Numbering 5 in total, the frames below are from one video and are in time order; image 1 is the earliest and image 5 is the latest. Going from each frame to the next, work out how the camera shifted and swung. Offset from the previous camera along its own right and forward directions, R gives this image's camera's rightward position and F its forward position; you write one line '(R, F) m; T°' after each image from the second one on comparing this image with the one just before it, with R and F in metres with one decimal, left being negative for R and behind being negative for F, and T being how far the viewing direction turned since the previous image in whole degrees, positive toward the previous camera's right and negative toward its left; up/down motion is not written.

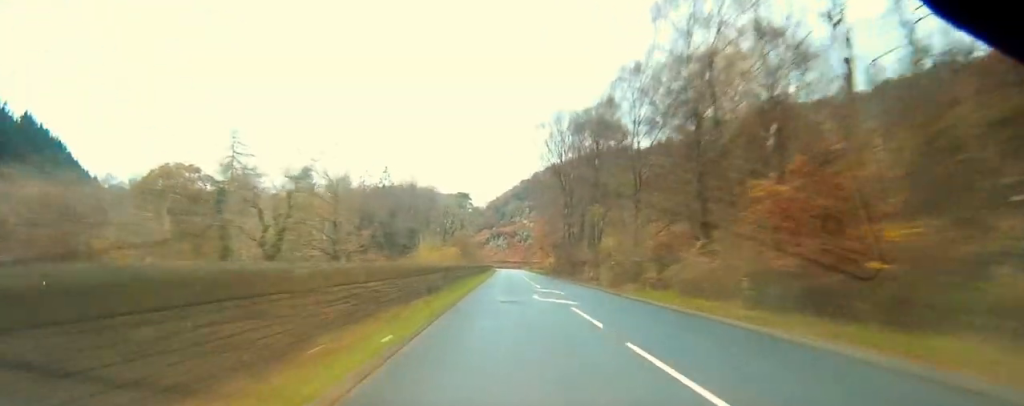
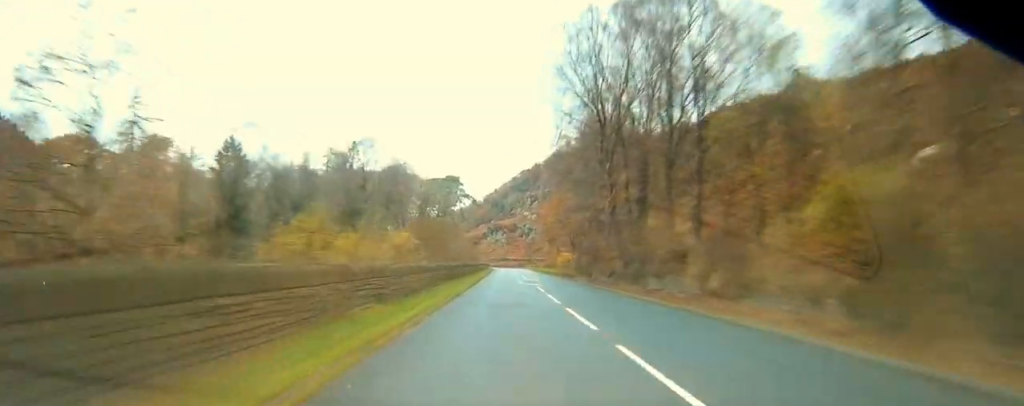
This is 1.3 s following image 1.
(0.0, +38.1) m; 0°
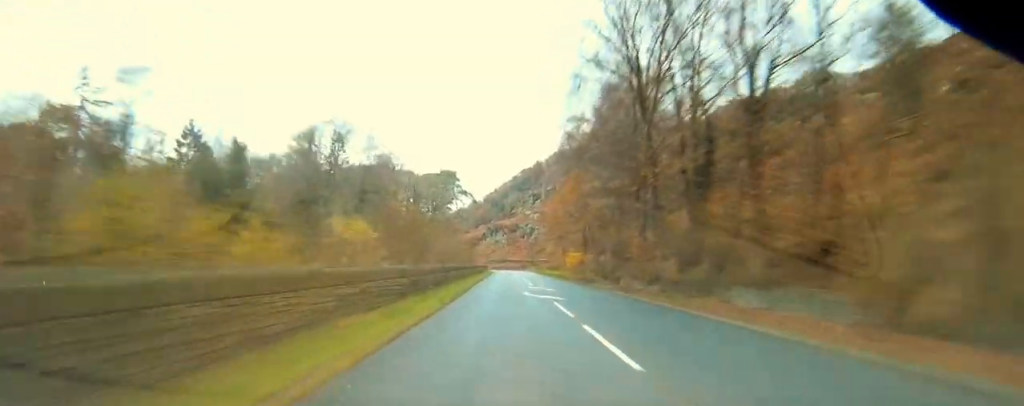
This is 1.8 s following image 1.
(+0.1, +14.1) m; 0°
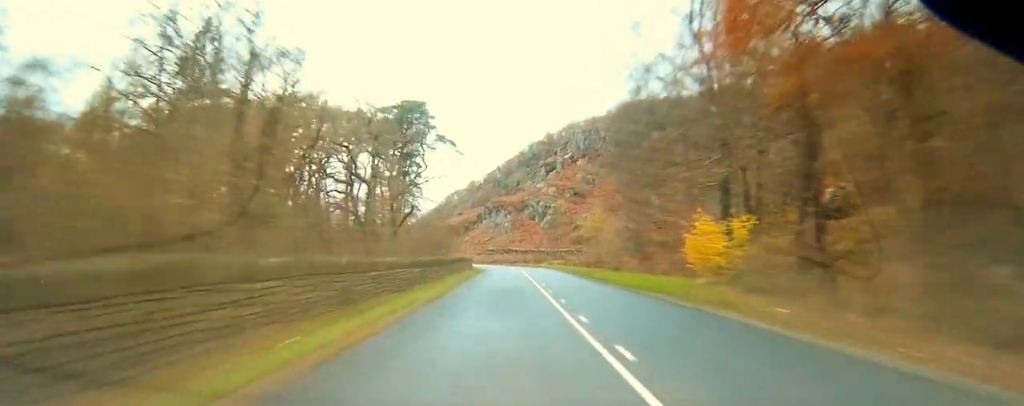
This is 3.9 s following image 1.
(-1.1, +65.6) m; -4°
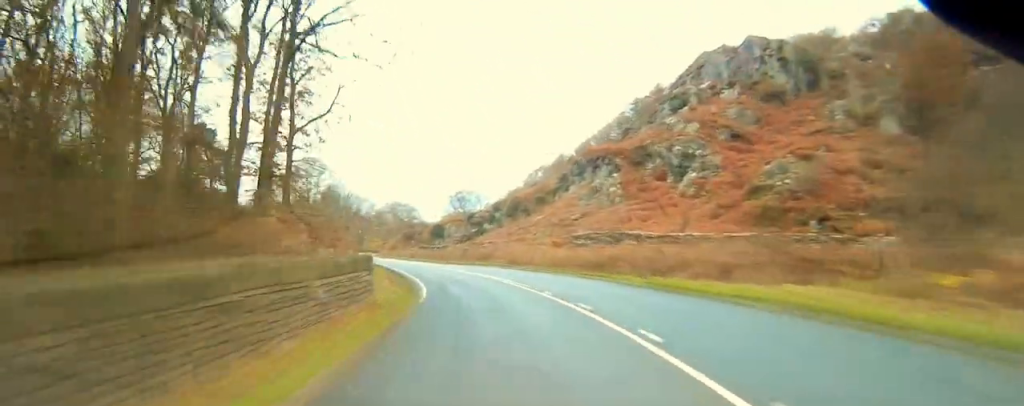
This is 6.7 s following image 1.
(-3.5, +80.7) m; -3°
